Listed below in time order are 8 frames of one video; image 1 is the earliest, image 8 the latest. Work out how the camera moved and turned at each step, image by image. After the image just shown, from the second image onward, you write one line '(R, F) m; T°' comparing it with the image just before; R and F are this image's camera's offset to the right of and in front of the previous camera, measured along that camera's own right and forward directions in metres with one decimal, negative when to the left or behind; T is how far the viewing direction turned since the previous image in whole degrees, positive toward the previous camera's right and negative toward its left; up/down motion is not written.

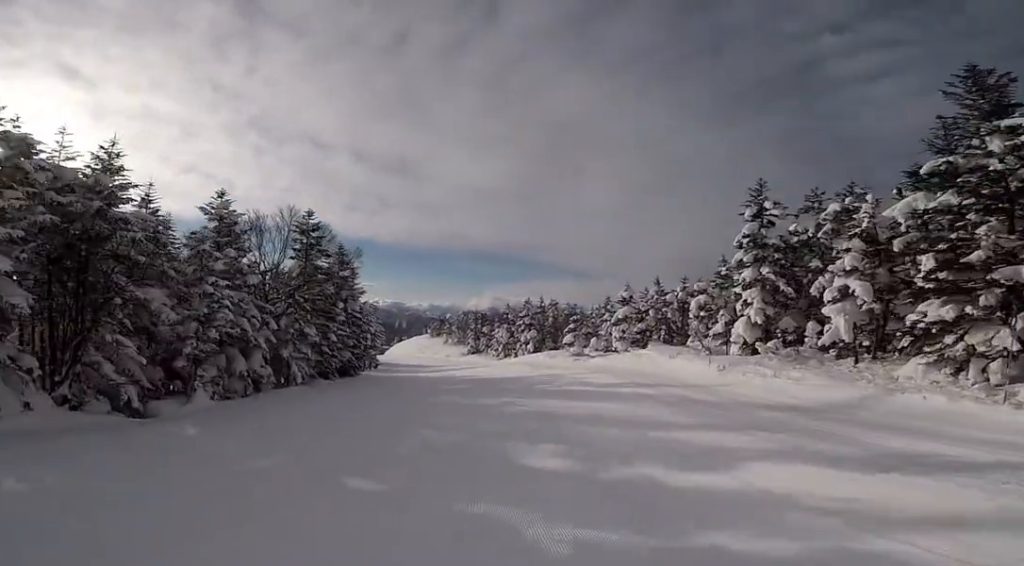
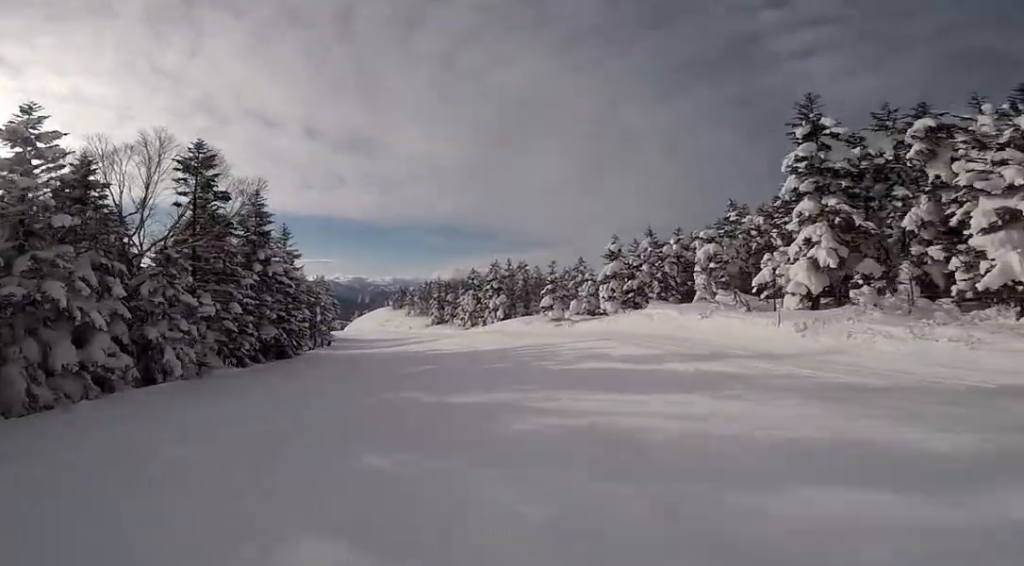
(-0.6, +6.7) m; 0°
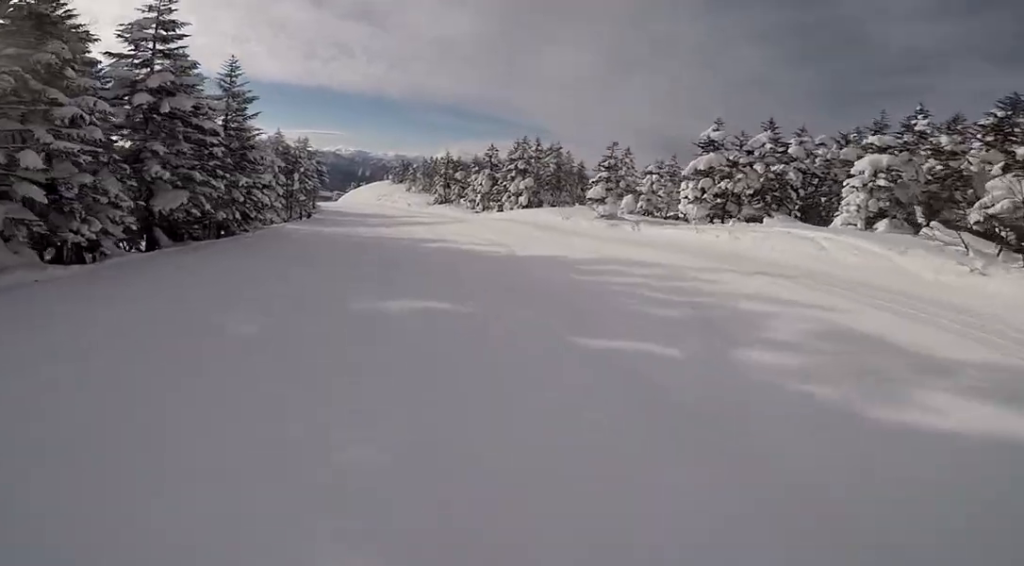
(+0.2, +9.1) m; 0°
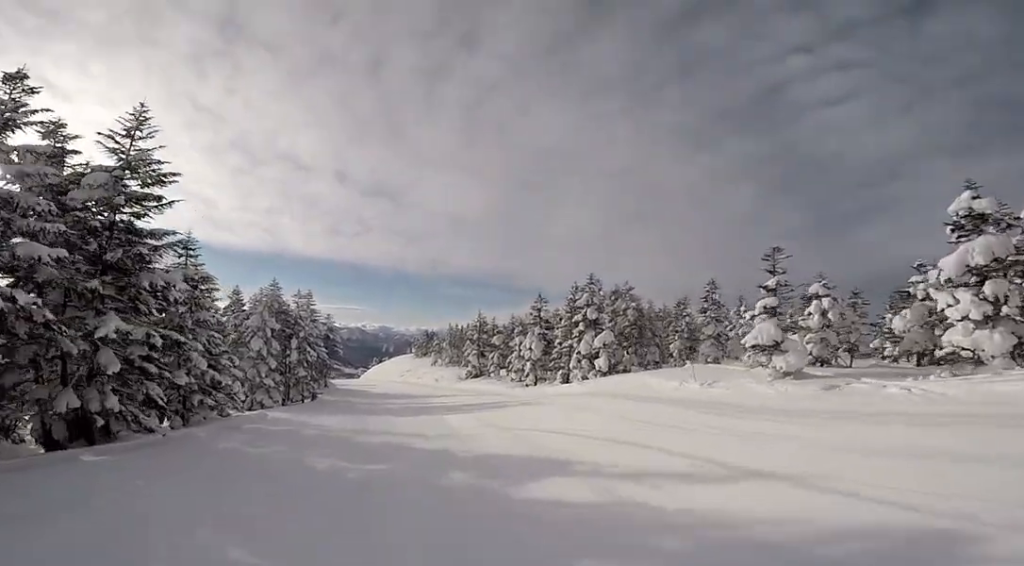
(-0.5, +12.4) m; -6°
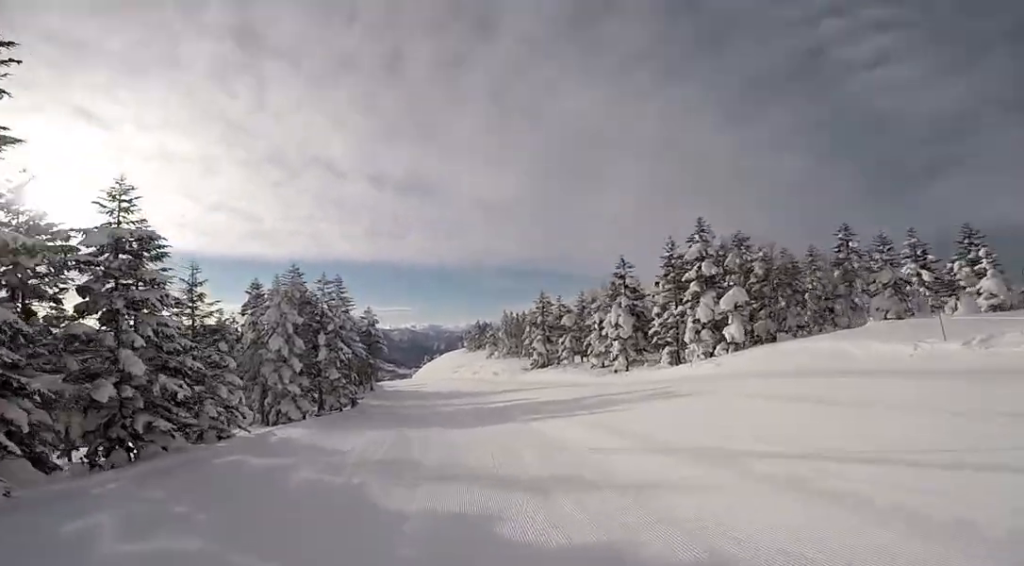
(-0.2, +7.6) m; -1°
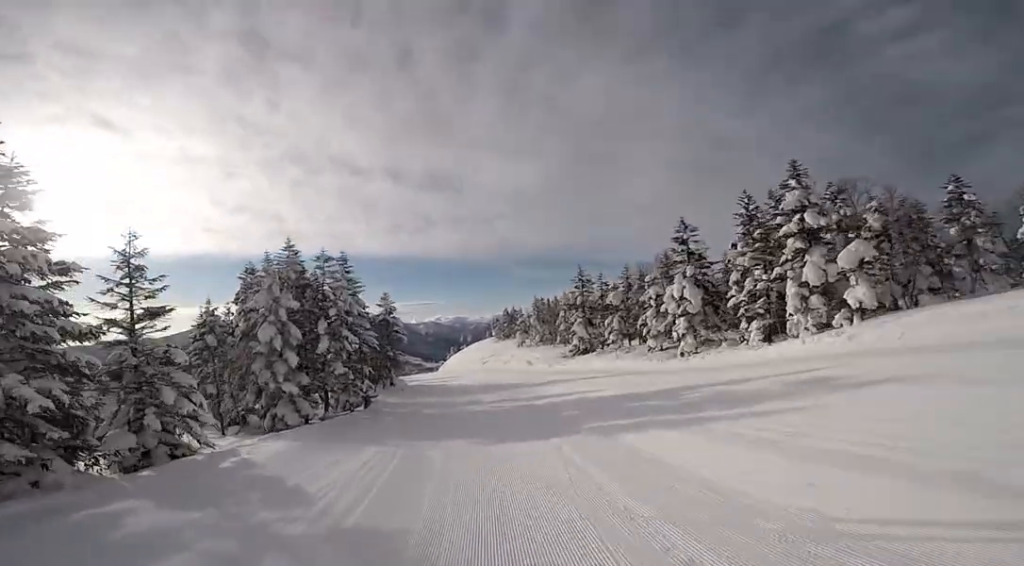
(0.0, +5.4) m; 0°
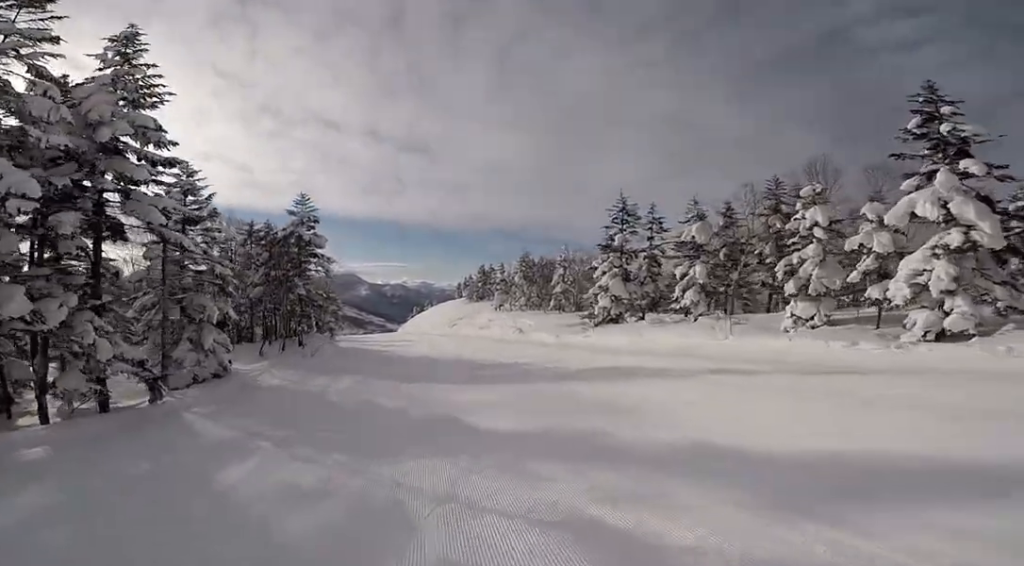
(0.0, +17.3) m; 0°
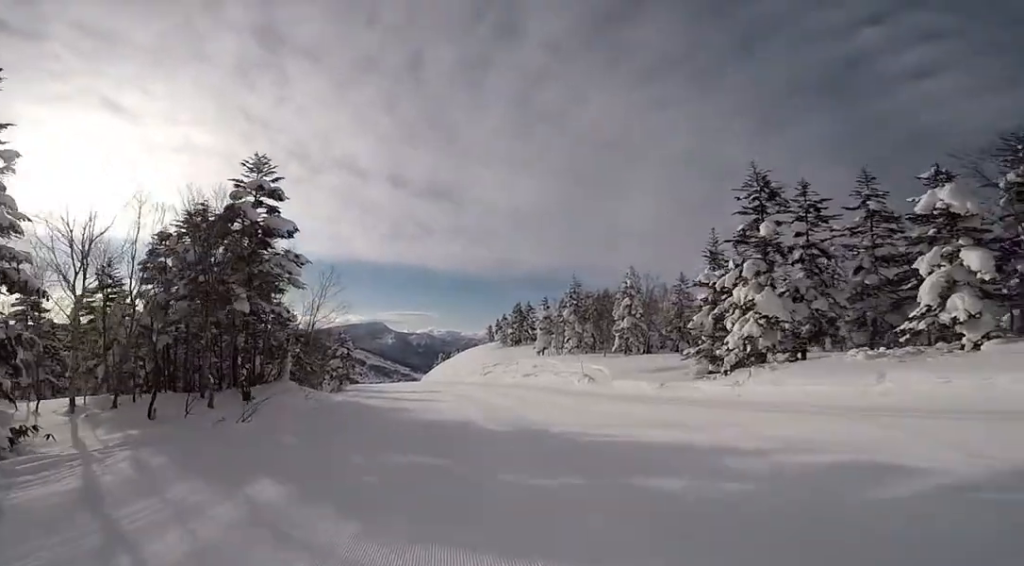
(0.0, +10.5) m; 0°
